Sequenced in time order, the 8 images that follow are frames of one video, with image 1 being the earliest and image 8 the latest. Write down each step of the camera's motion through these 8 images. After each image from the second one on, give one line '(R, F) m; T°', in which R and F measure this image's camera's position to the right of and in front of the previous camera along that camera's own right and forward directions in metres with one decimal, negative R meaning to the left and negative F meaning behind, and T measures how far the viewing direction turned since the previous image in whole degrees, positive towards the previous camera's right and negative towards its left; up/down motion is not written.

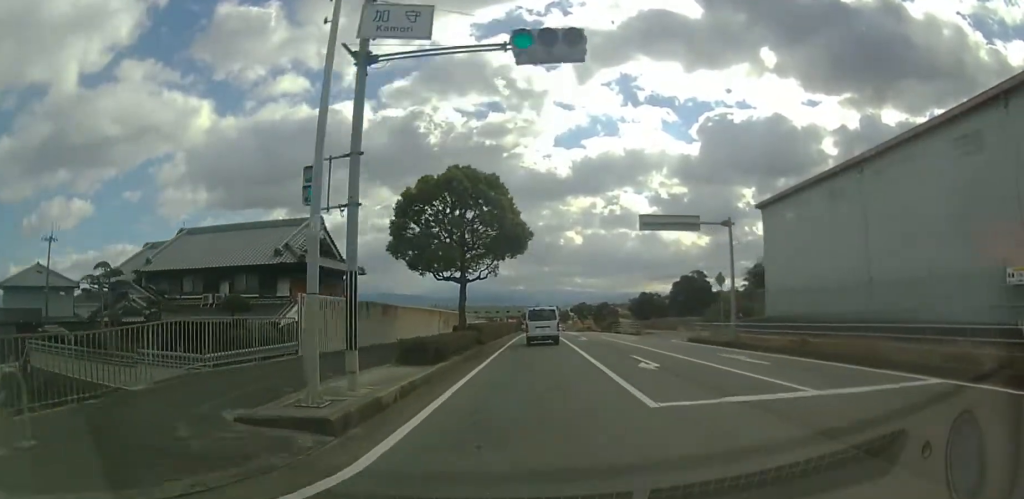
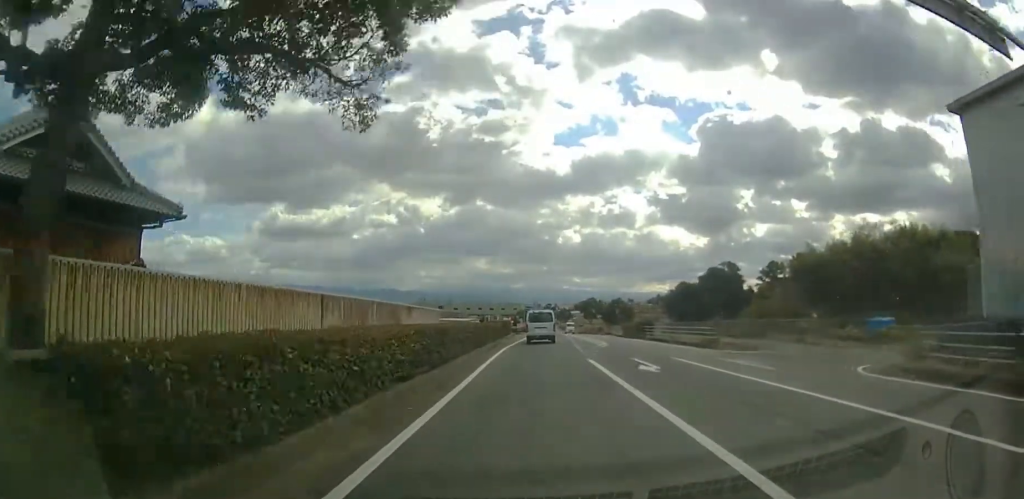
(-0.2, +20.1) m; 0°
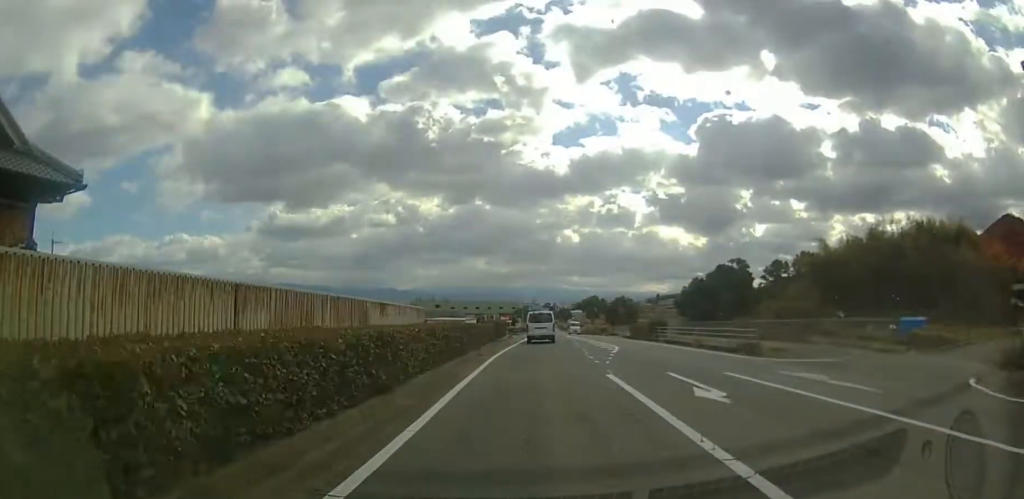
(0.0, +4.9) m; 0°
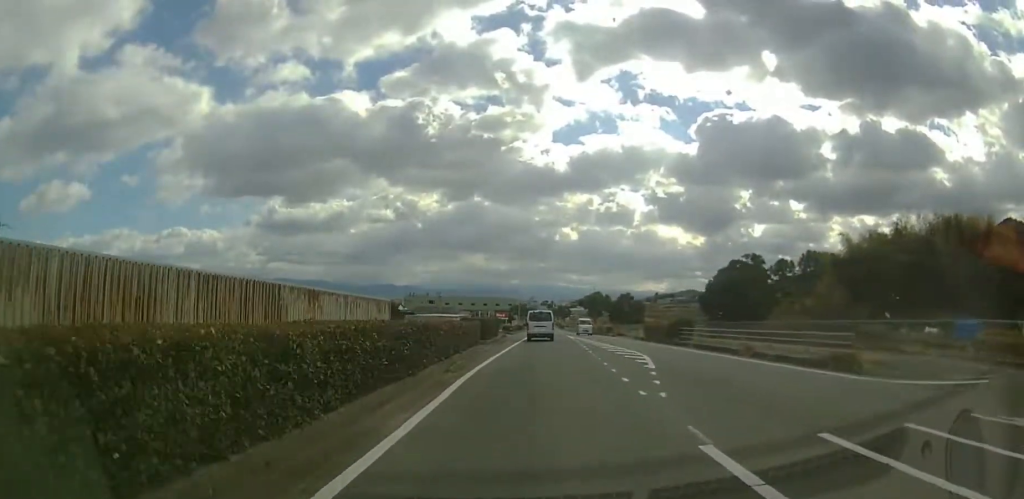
(0.0, +7.5) m; 0°
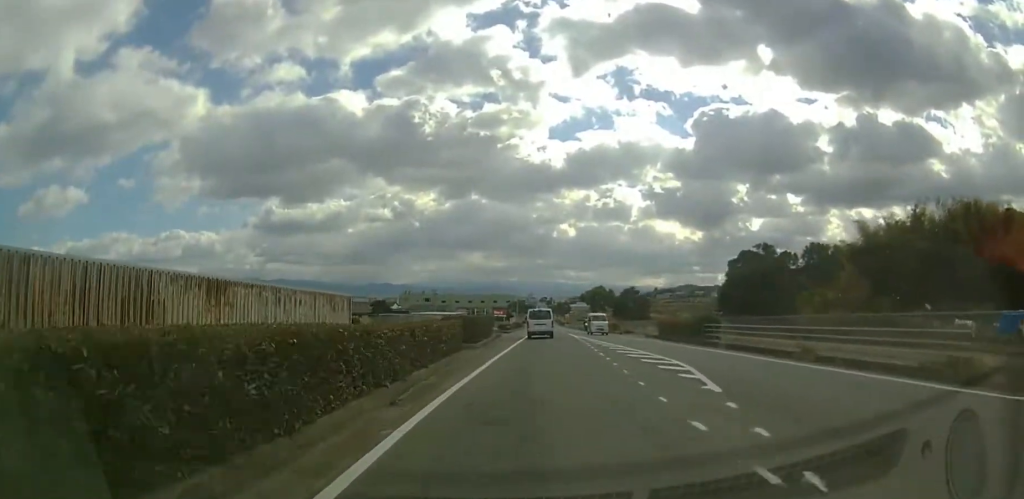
(0.0, +4.9) m; 0°
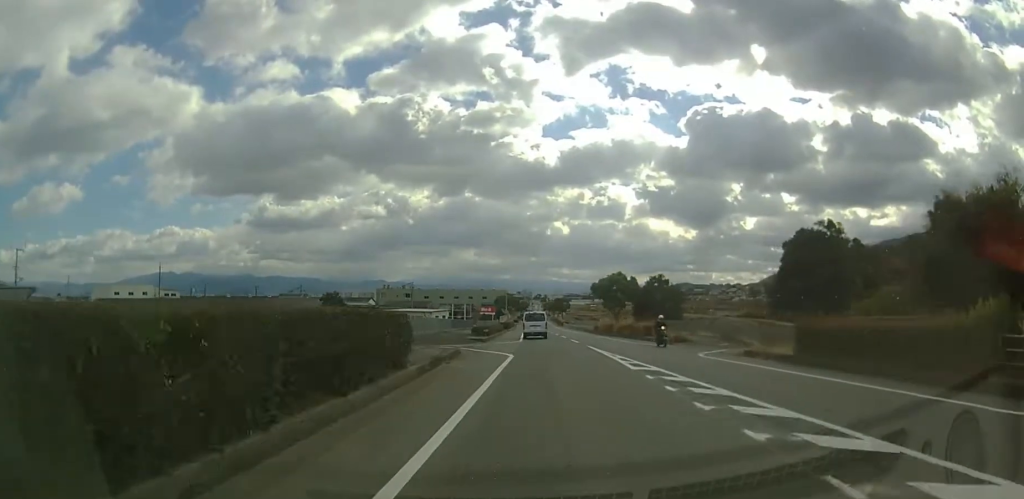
(0.0, +20.5) m; 0°
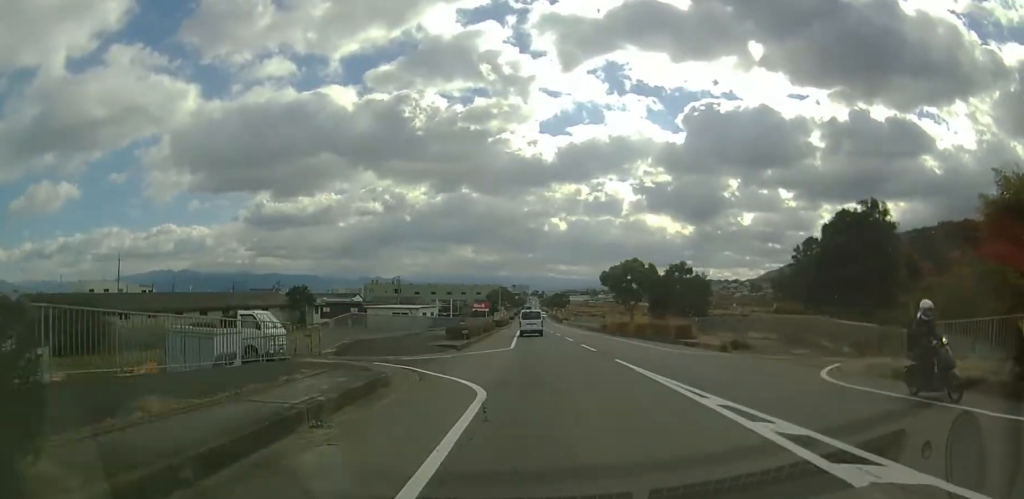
(0.0, +9.6) m; 0°
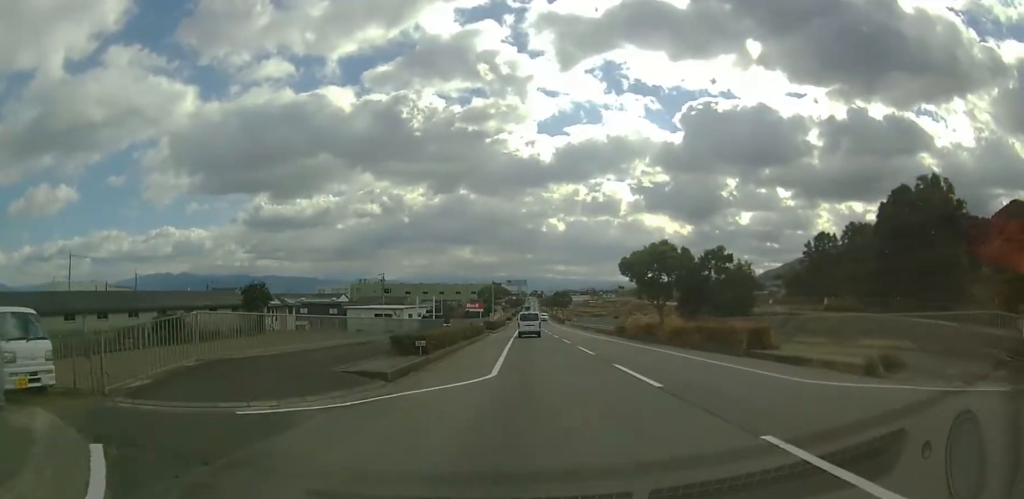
(0.0, +10.3) m; 0°
